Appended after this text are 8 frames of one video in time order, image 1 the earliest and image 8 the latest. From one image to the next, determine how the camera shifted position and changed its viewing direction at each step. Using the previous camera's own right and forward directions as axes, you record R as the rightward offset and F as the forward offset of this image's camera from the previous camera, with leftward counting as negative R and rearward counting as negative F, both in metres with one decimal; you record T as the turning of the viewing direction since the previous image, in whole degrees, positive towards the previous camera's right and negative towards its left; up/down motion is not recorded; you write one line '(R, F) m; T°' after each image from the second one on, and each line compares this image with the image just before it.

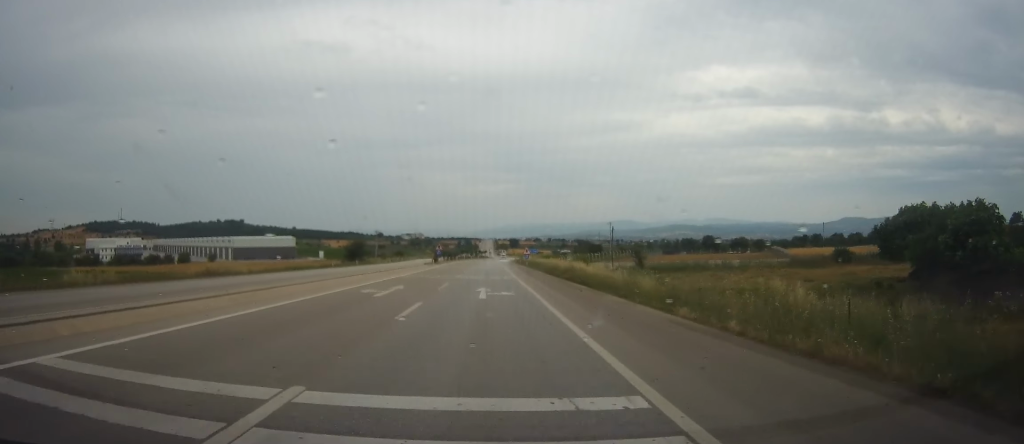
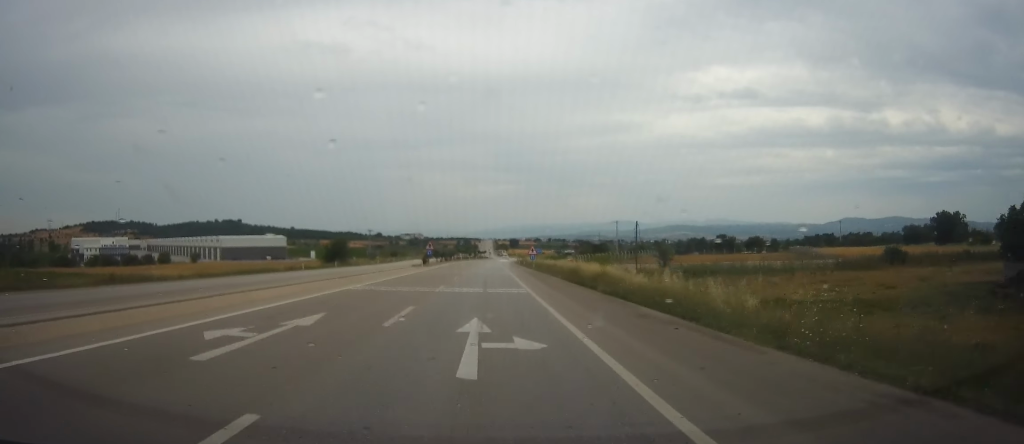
(0.0, +13.2) m; 0°
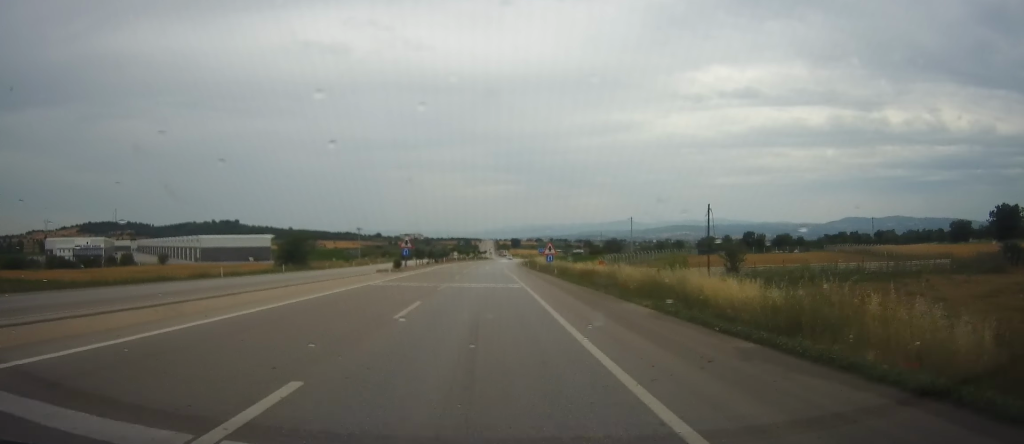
(+0.1, +21.9) m; 0°
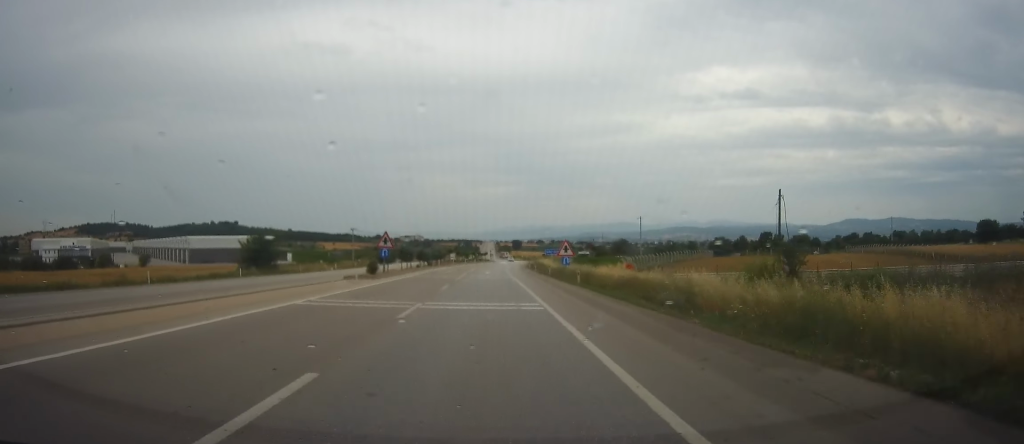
(-0.1, +11.4) m; 0°
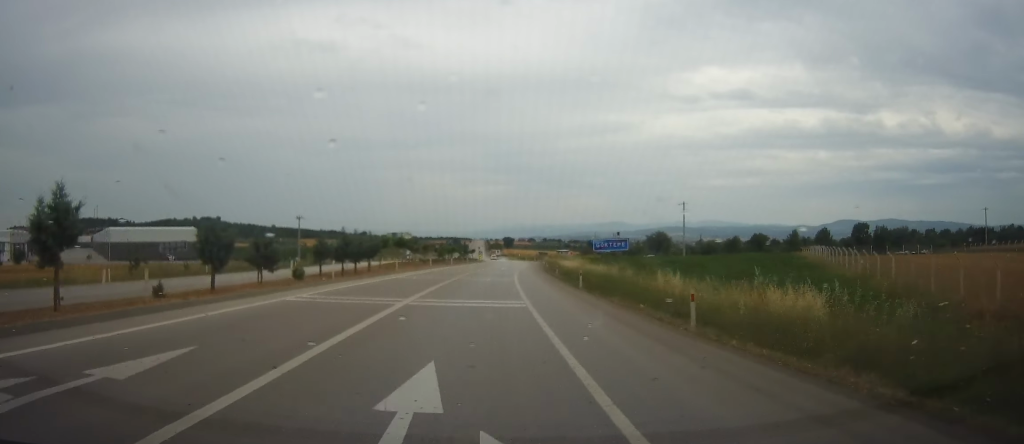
(-0.1, +53.6) m; +1°
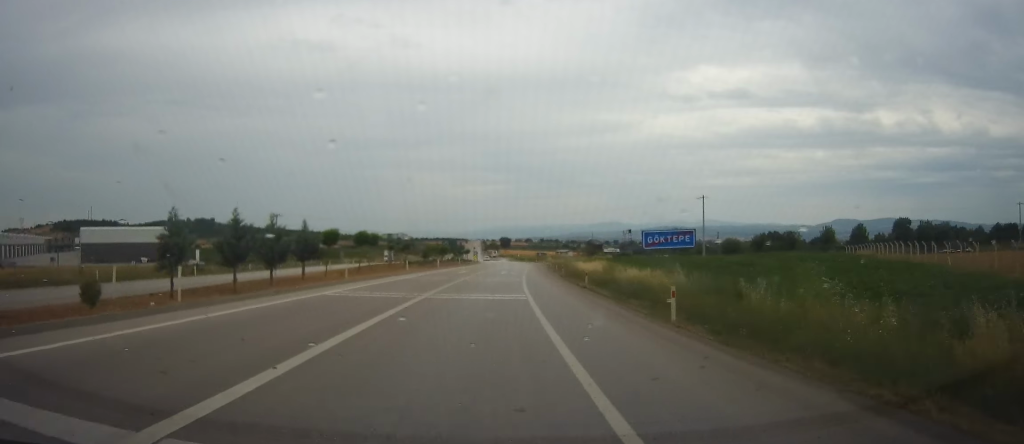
(+0.4, +15.9) m; 0°
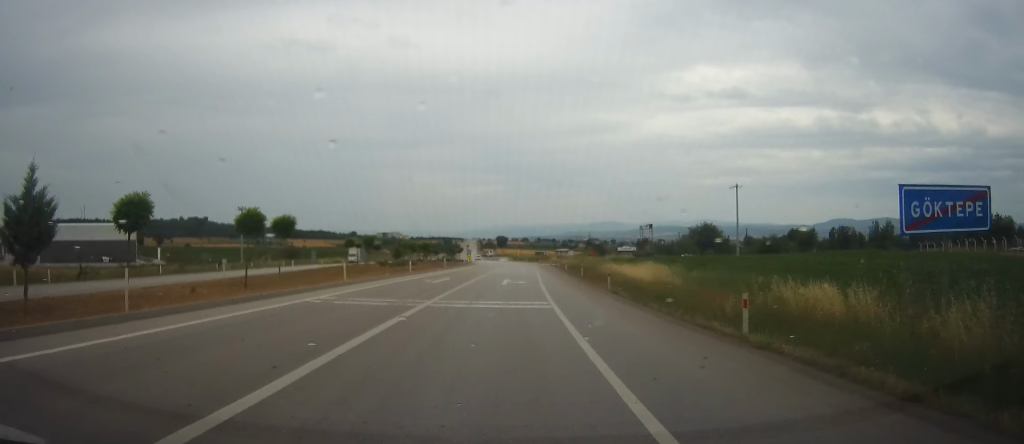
(+0.1, +19.7) m; 0°
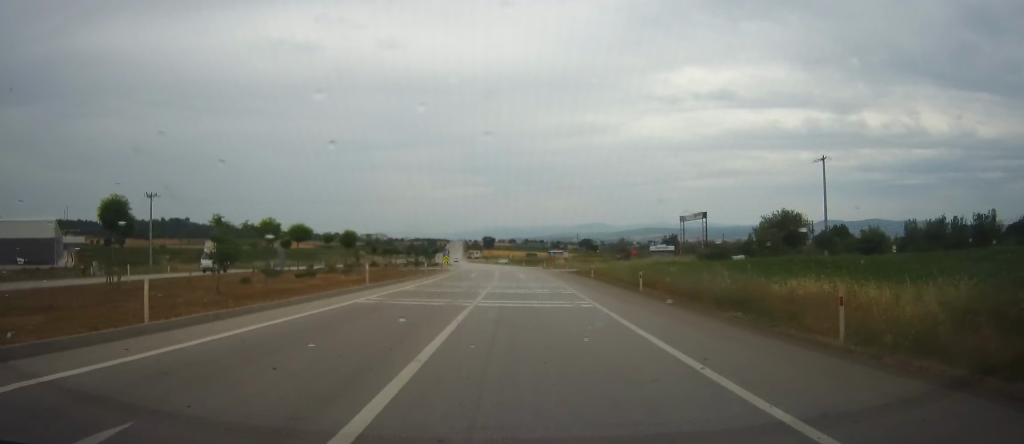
(-0.2, +34.8) m; 0°
